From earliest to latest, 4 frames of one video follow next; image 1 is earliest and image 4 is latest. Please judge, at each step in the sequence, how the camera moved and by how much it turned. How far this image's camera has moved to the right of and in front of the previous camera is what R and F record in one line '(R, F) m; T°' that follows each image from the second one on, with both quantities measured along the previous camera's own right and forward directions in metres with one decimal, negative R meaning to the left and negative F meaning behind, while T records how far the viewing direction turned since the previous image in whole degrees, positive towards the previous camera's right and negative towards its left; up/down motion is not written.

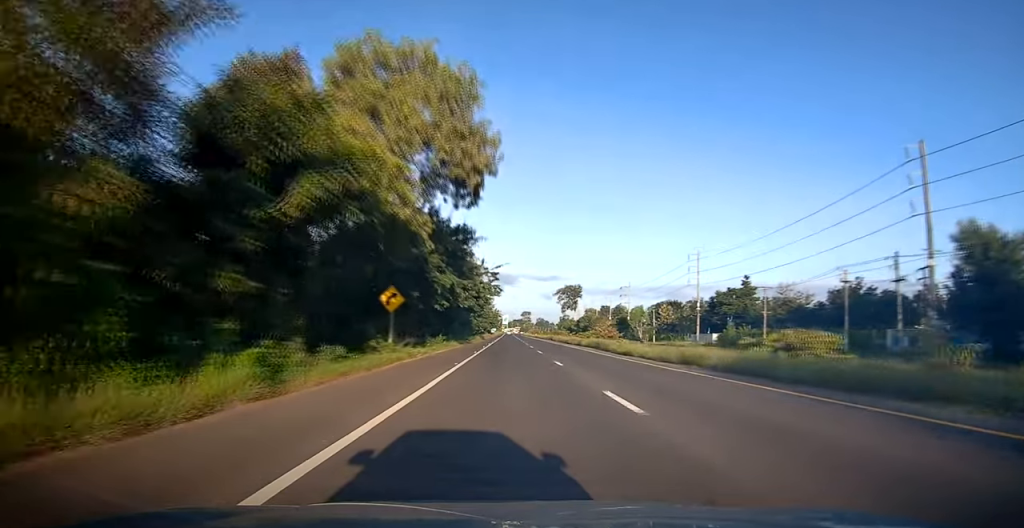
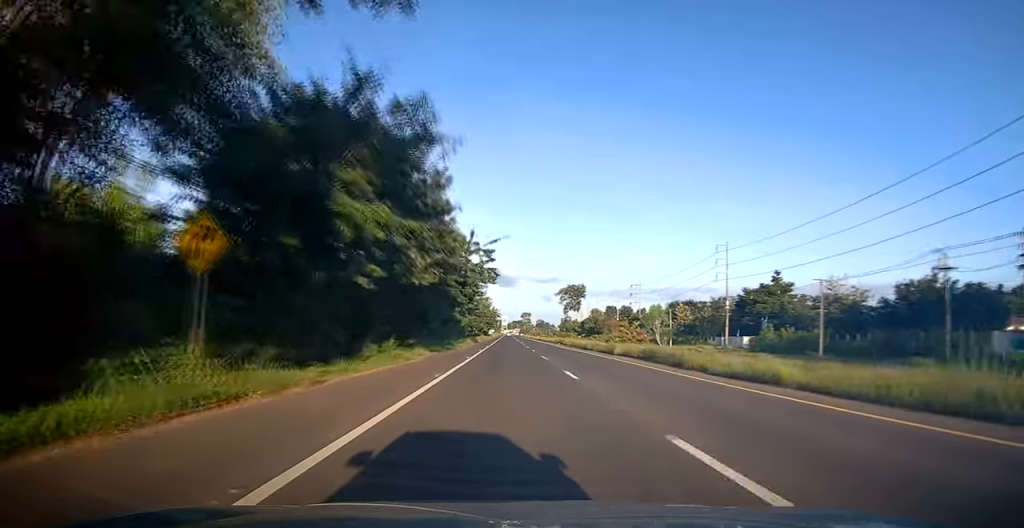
(-0.3, +17.1) m; 0°
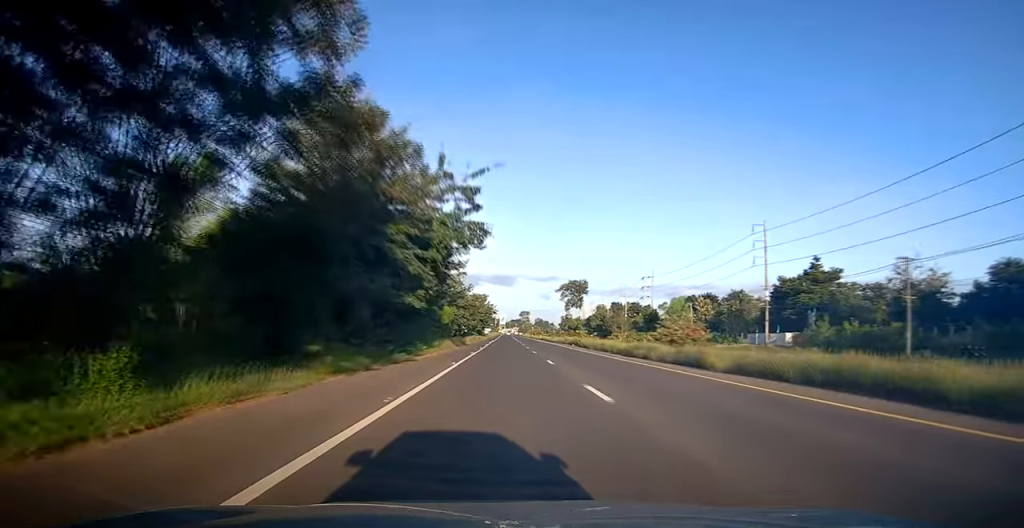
(+0.2, +17.7) m; 0°
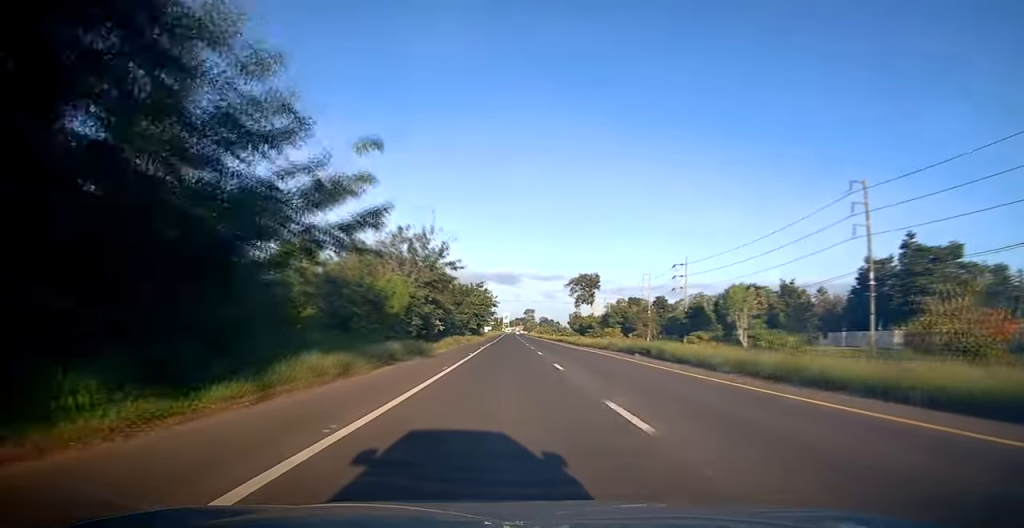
(0.0, +27.0) m; +1°
